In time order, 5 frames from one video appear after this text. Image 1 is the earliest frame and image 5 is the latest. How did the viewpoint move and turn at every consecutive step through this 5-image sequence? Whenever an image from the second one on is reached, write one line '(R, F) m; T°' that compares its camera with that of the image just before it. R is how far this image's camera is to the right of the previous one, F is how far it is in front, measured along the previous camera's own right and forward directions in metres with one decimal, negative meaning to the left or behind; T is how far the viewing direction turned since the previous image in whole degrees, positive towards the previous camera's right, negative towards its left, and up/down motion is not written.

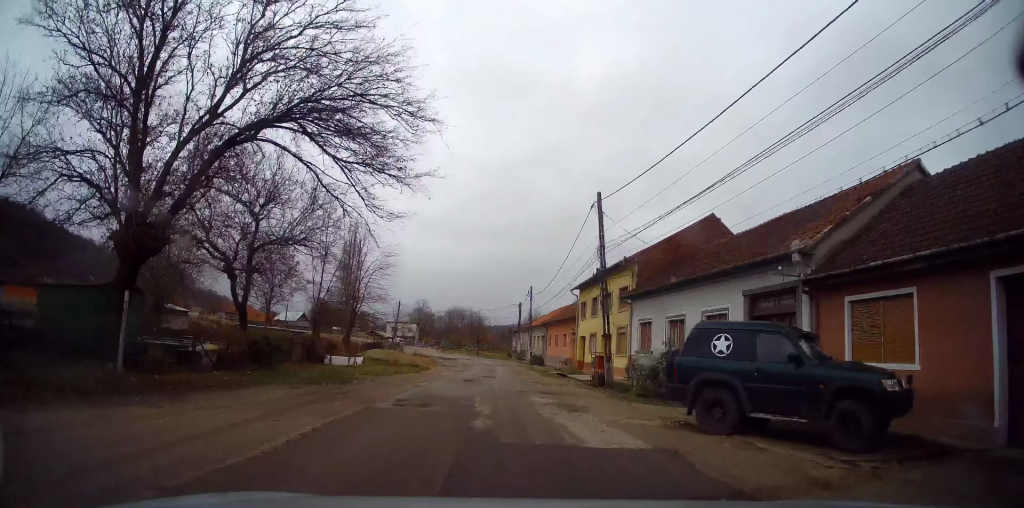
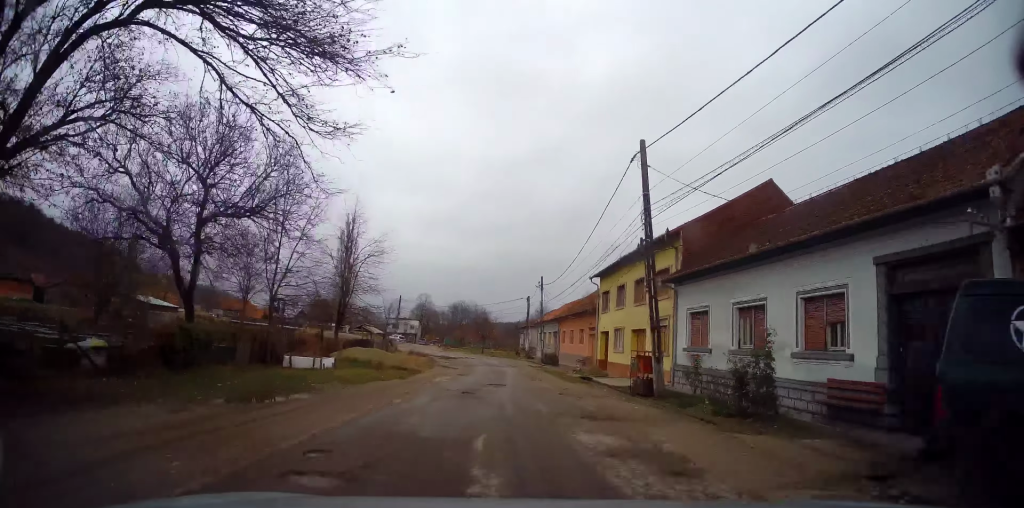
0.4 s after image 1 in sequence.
(-0.2, +5.8) m; 0°
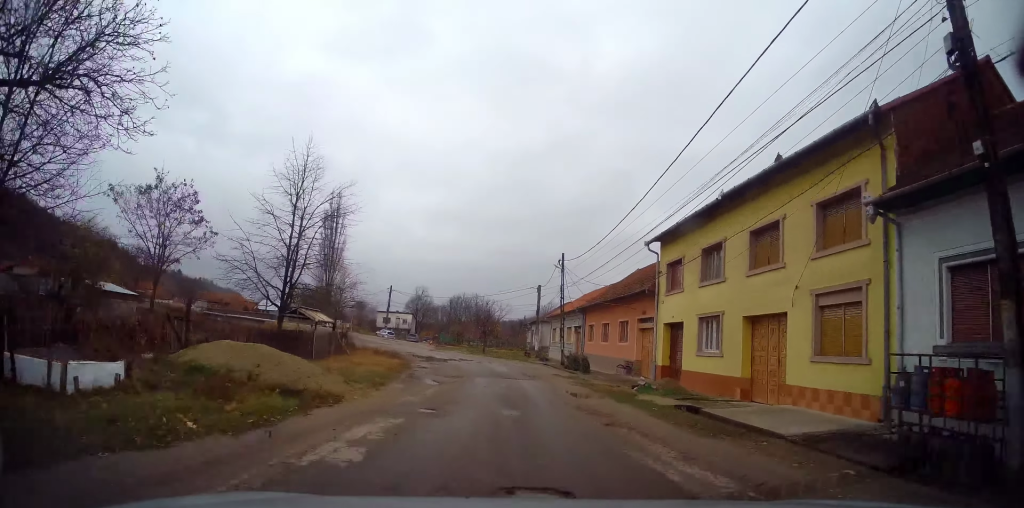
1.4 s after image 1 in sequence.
(0.0, +13.2) m; 0°
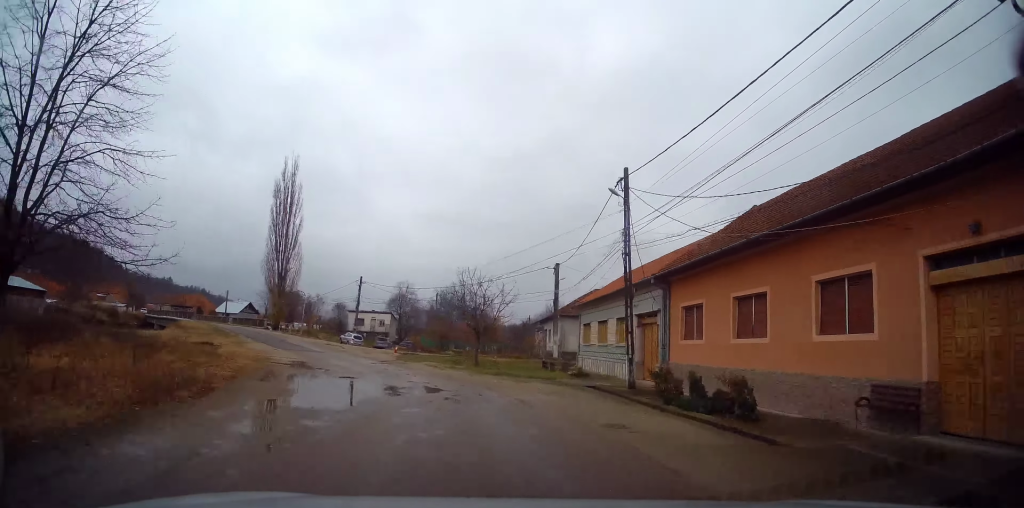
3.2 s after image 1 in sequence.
(-0.2, +21.5) m; -5°
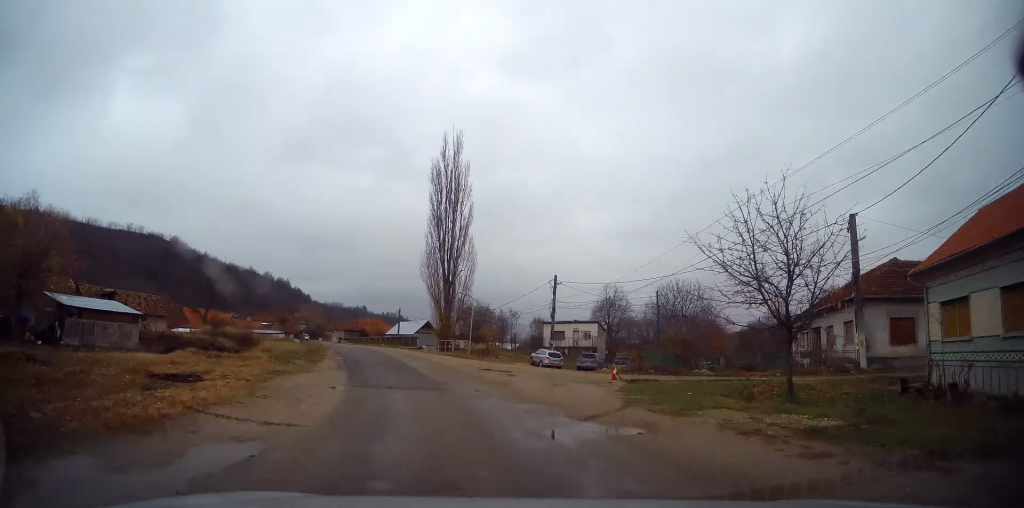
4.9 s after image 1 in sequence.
(-2.5, +19.1) m; -18°
